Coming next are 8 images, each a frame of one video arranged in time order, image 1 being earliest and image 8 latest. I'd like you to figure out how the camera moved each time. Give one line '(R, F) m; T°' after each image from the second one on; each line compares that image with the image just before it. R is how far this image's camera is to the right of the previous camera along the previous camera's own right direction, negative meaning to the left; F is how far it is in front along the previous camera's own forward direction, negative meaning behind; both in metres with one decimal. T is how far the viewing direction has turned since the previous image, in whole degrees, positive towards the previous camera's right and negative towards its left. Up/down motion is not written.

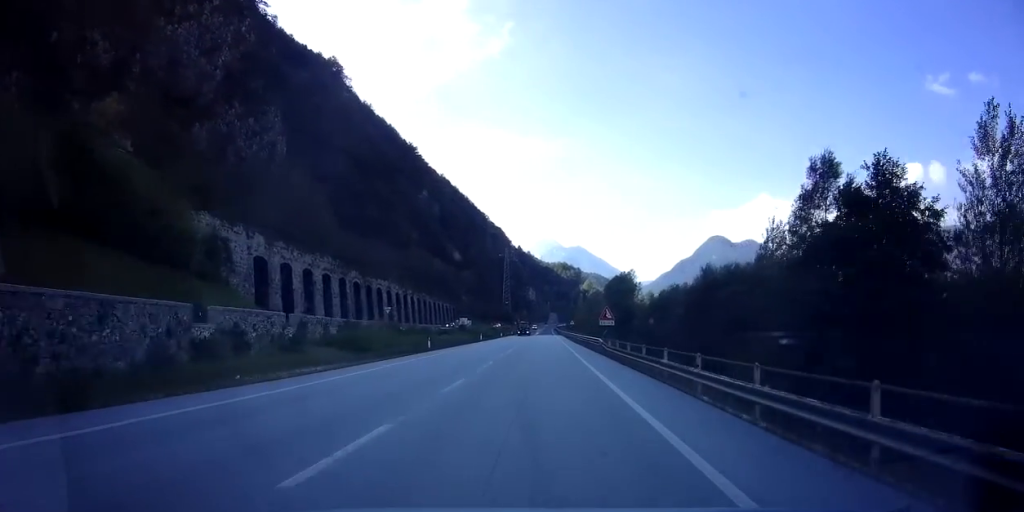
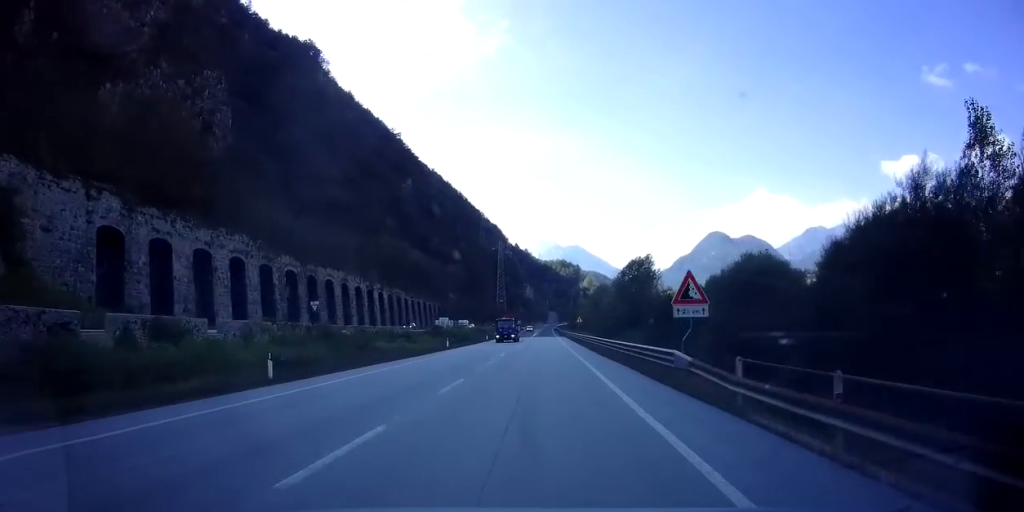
(-0.1, +21.9) m; -1°
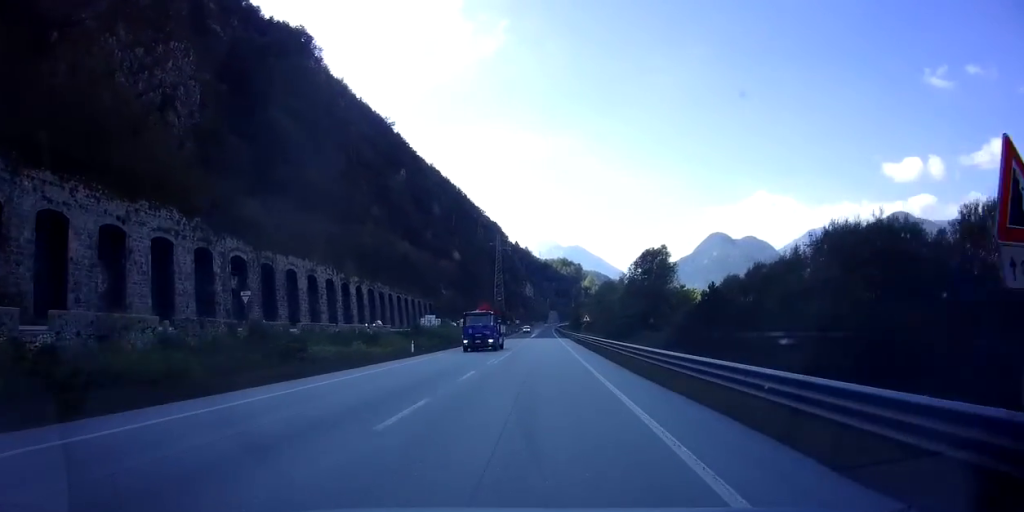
(-0.2, +11.7) m; 0°
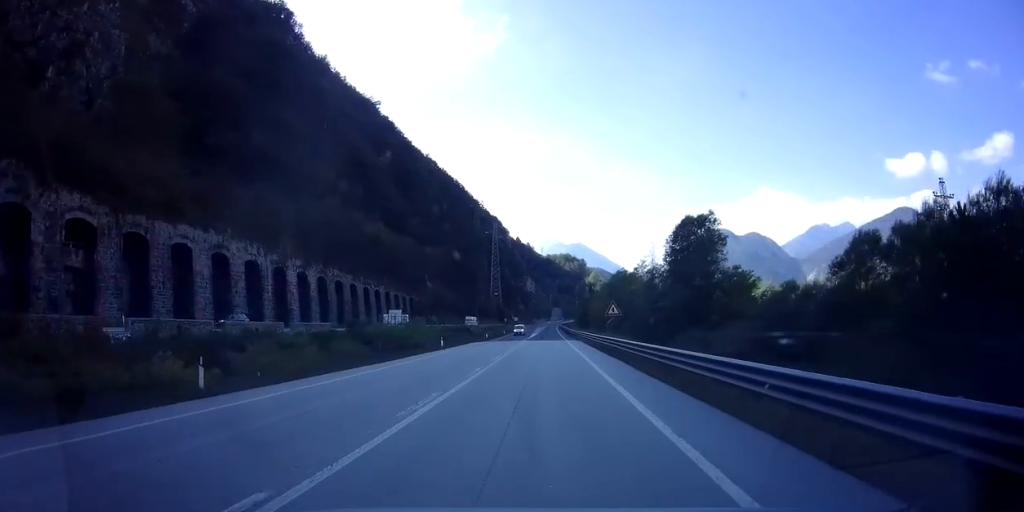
(+0.1, +21.2) m; +1°
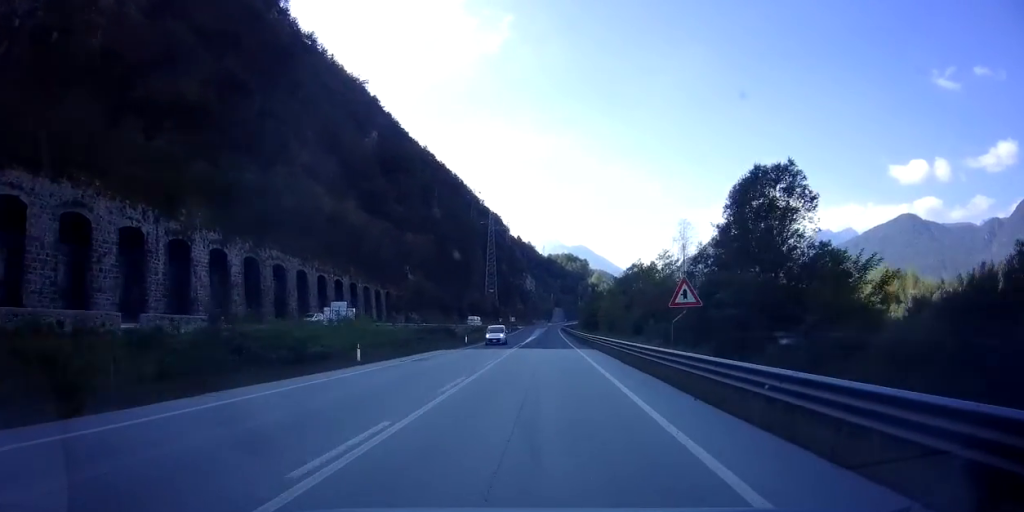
(+0.2, +19.1) m; 0°
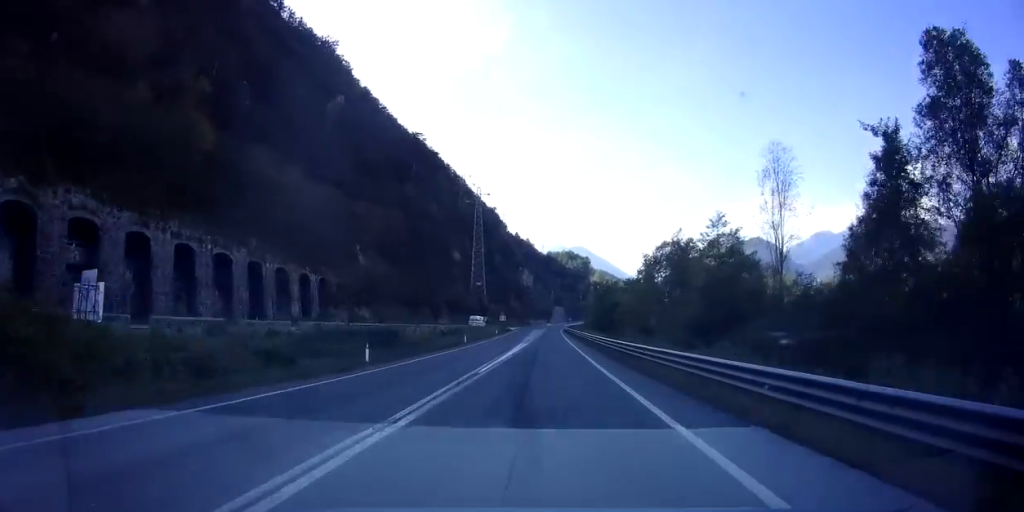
(0.0, +28.8) m; 0°
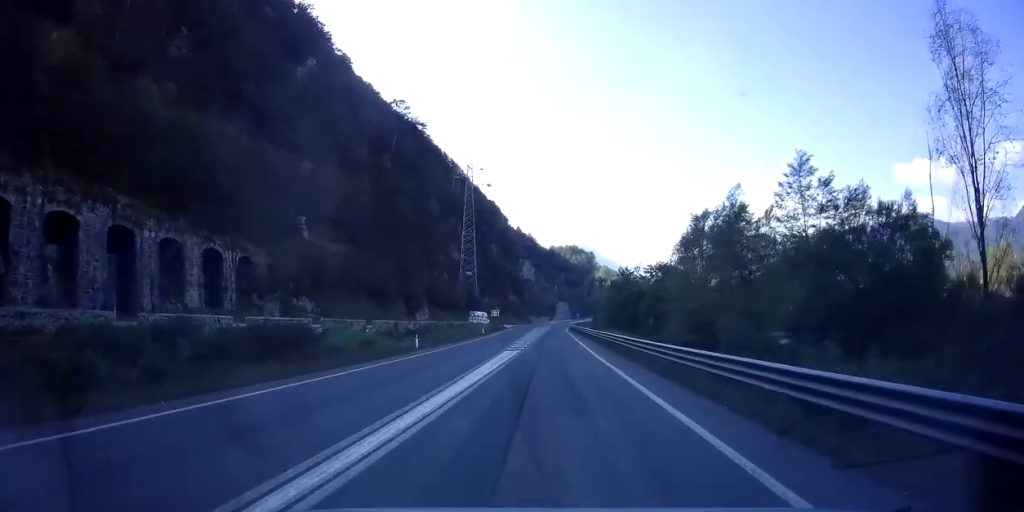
(0.0, +19.9) m; 0°
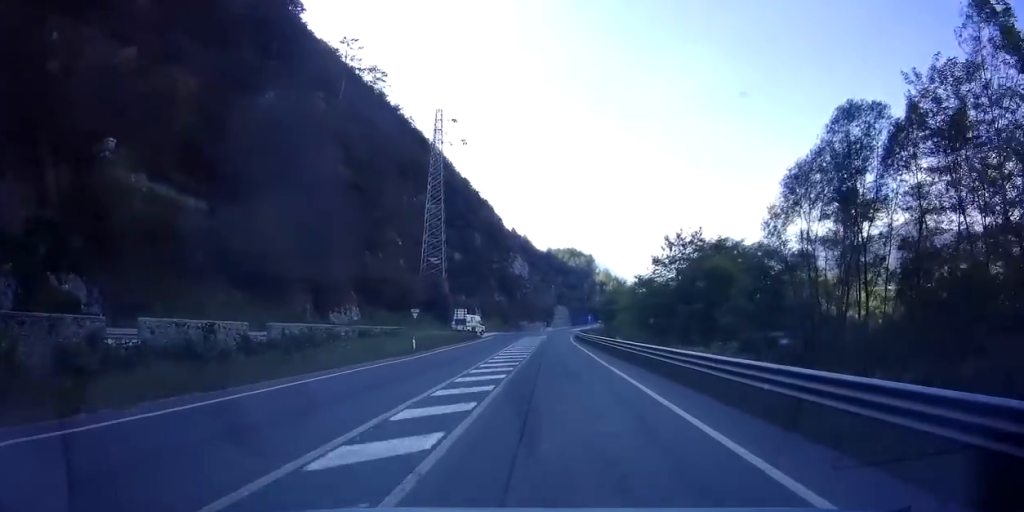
(0.0, +31.9) m; 0°
